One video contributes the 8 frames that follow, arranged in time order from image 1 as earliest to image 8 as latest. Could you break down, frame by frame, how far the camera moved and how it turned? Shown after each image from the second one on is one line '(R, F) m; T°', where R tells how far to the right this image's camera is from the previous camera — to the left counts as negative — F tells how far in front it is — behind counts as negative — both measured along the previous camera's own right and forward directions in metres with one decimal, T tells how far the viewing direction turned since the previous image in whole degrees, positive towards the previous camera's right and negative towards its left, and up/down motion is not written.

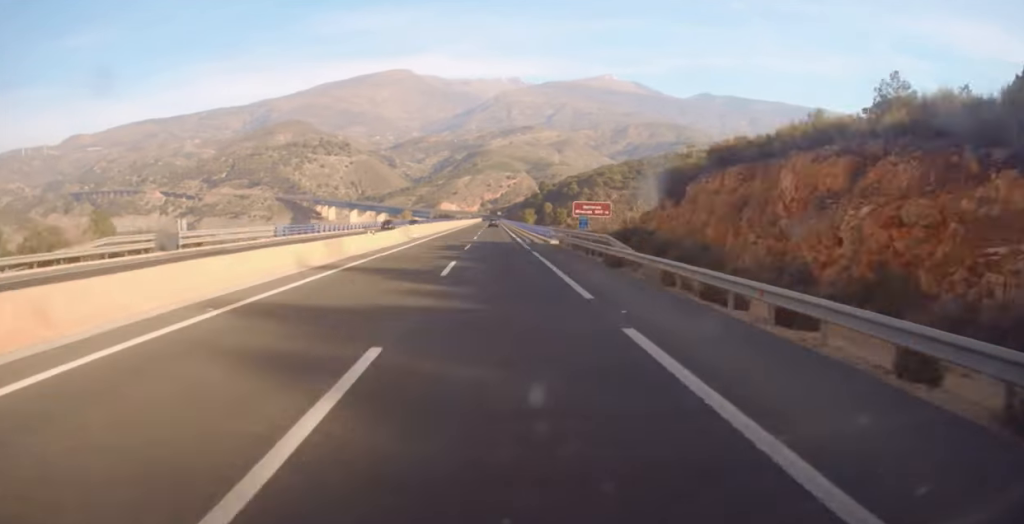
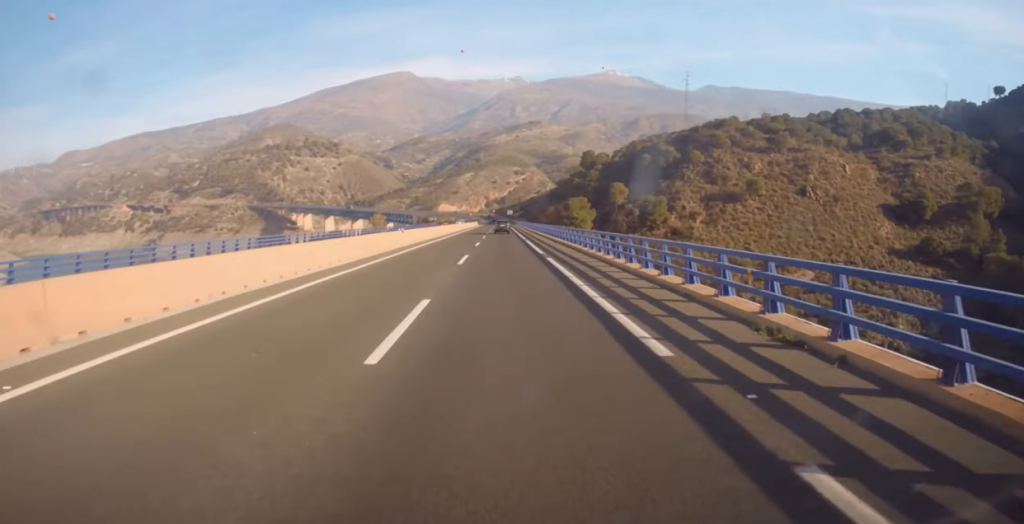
(-4.6, +200.6) m; -3°
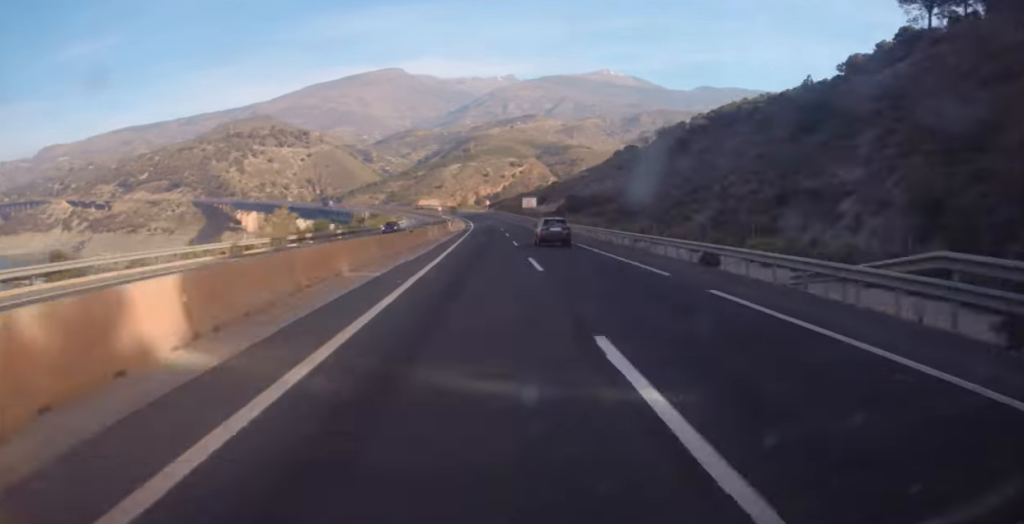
(-5.2, +208.1) m; -7°
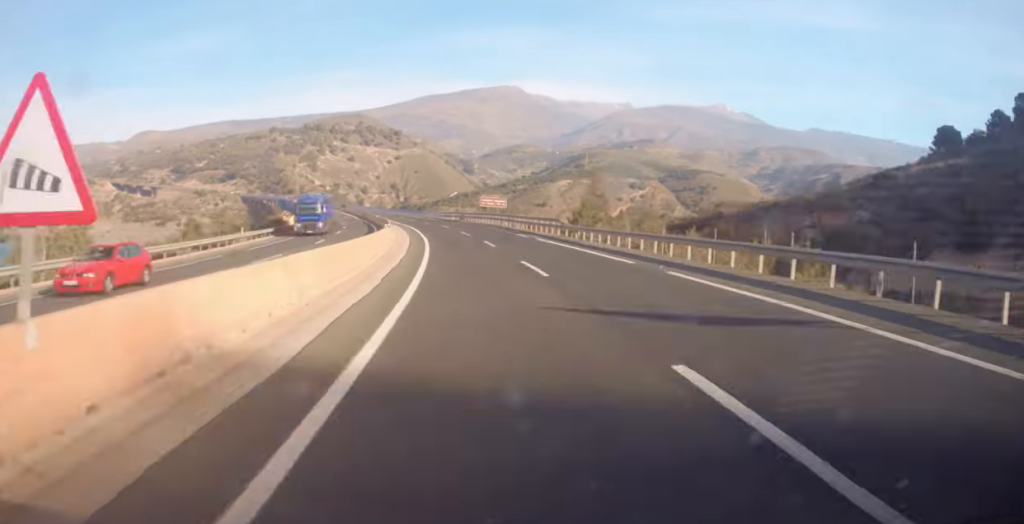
(-8.8, +189.1) m; -9°
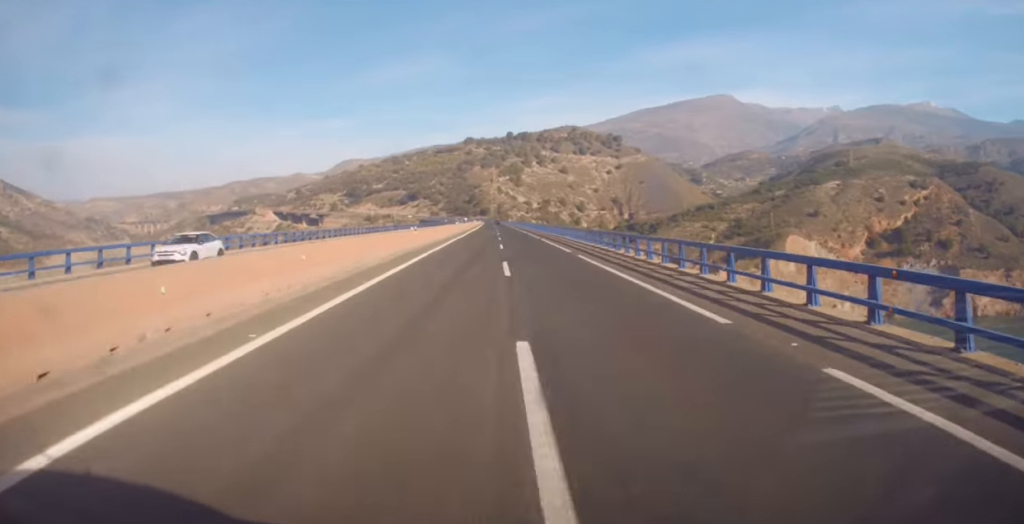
(-25.3, +210.3) m; -9°
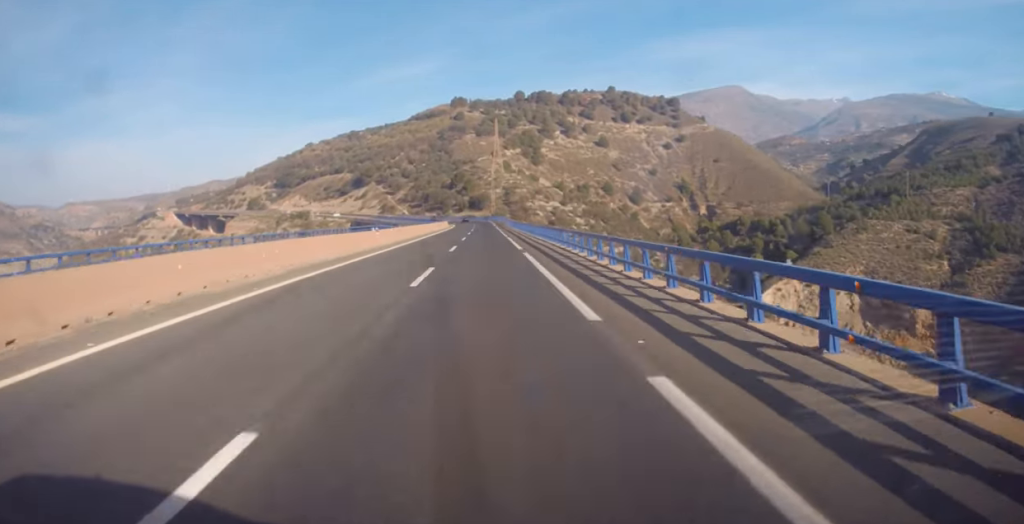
(-17.5, +335.7) m; -10°
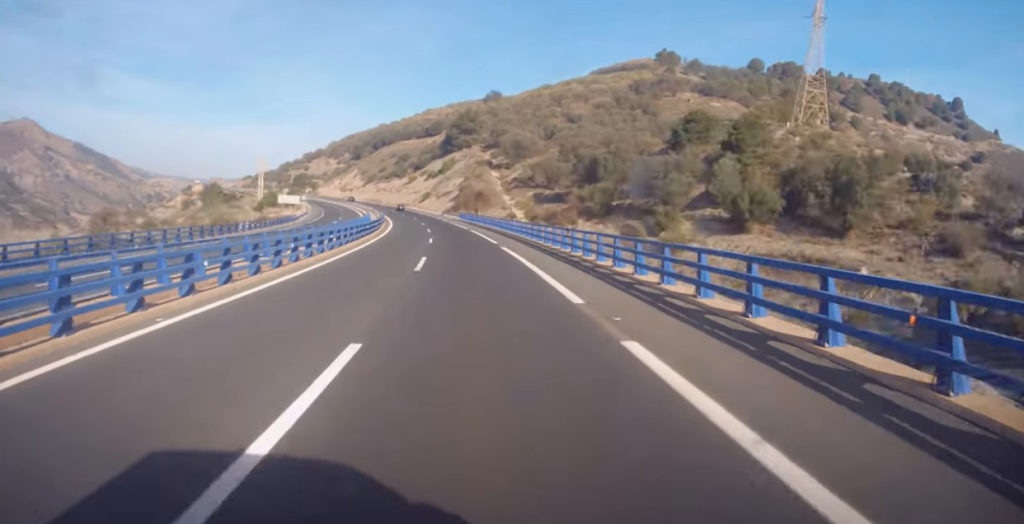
(-33.3, +262.2) m; -19°
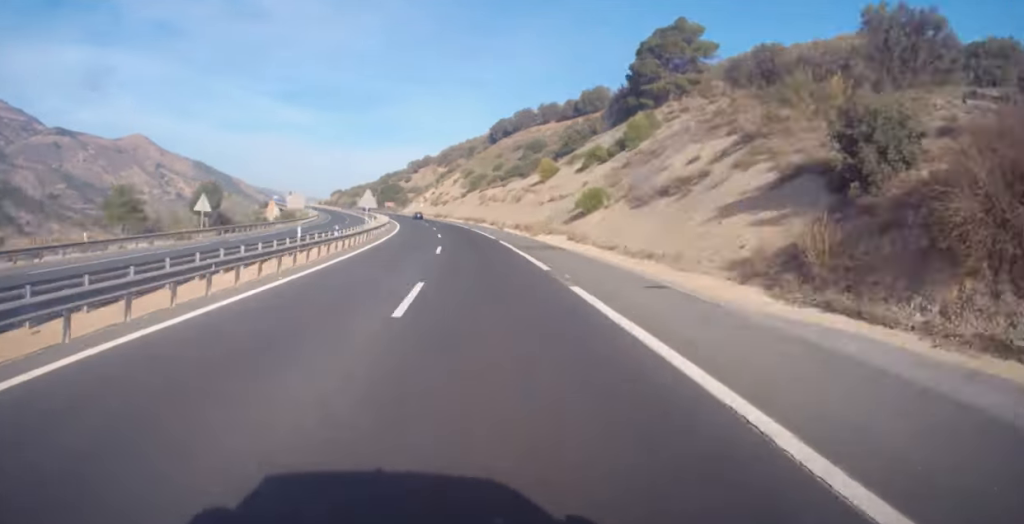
(0.0, +115.8) m; -10°
